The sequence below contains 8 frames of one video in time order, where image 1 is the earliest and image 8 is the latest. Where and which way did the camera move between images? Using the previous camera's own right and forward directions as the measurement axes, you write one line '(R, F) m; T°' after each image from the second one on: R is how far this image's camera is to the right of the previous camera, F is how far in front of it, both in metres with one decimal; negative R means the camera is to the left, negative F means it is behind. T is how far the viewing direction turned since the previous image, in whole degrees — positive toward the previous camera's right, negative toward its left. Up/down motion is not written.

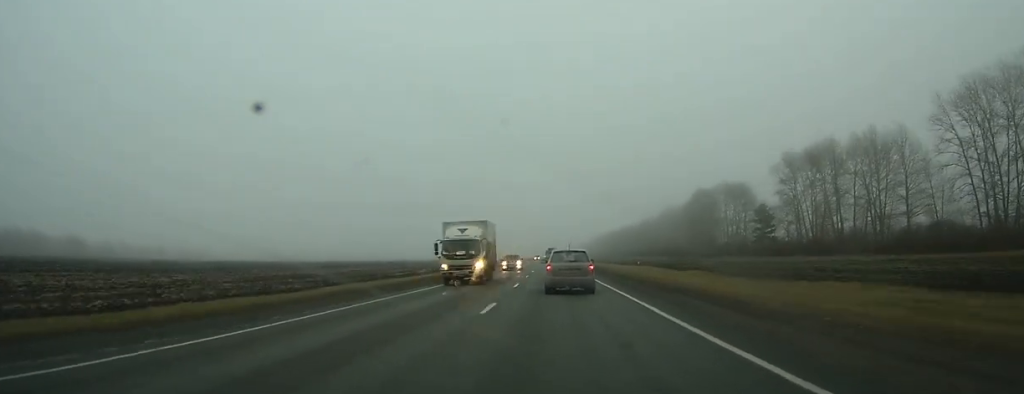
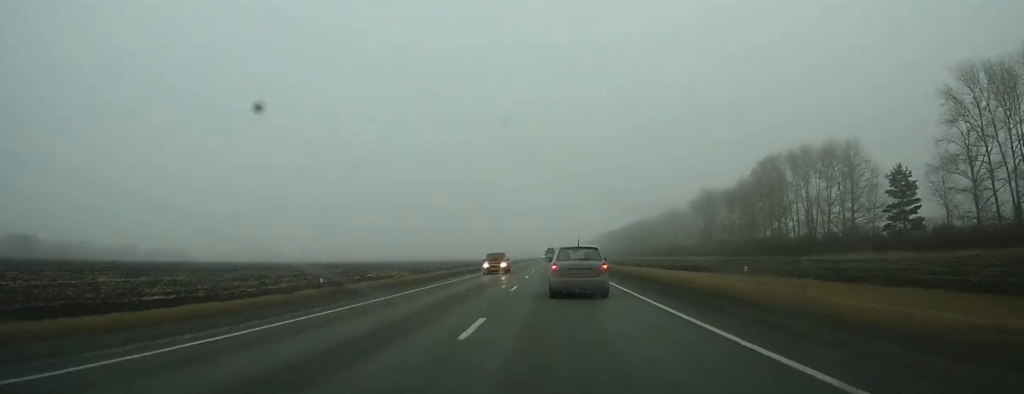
(-0.4, +63.0) m; 0°
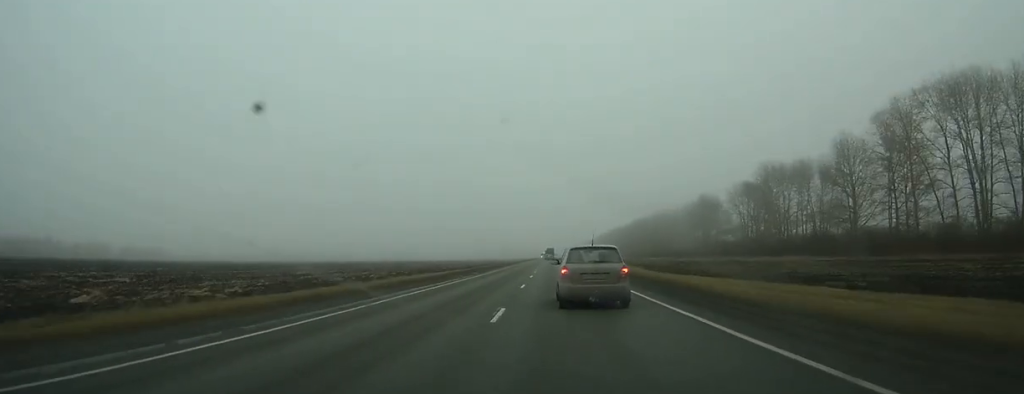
(-0.1, +56.4) m; 0°
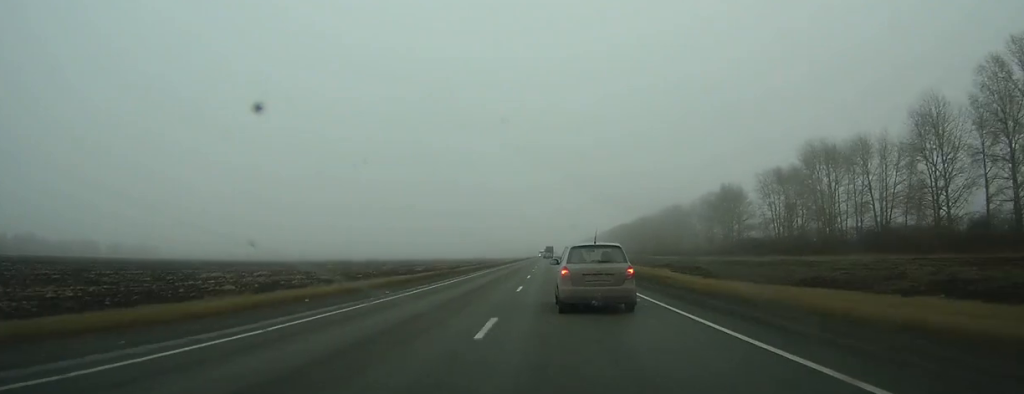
(0.0, +26.0) m; 0°
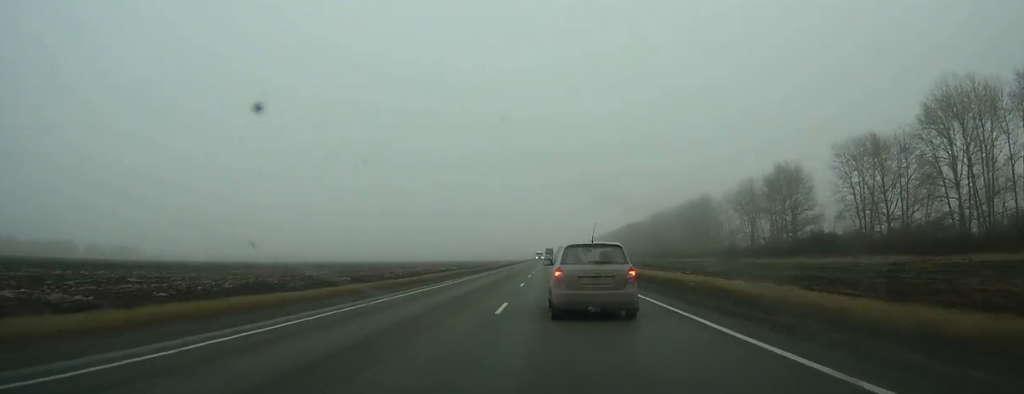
(+0.2, +44.0) m; 0°
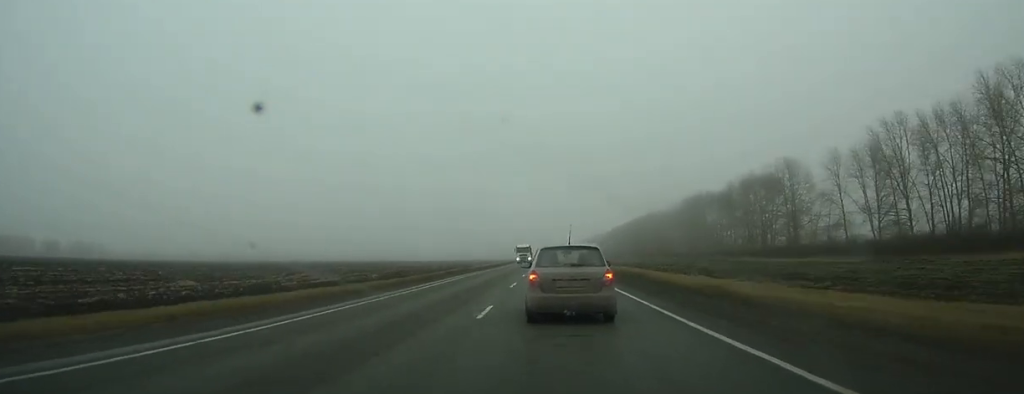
(+0.1, +73.3) m; 0°
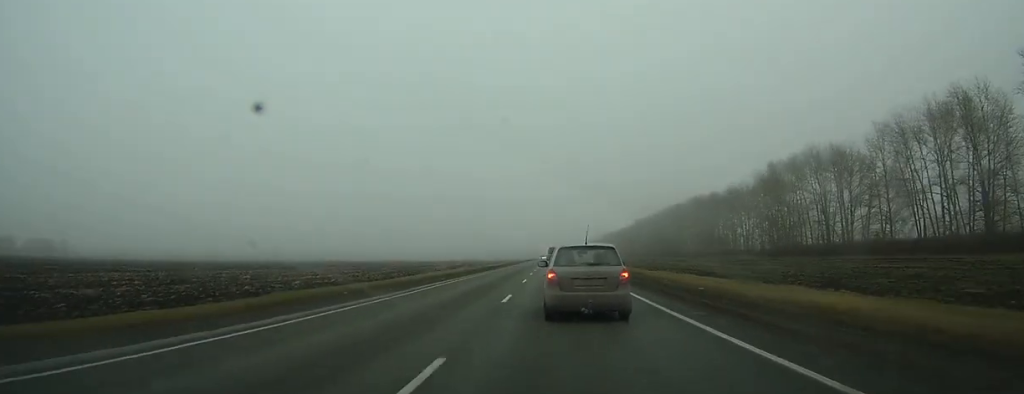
(+0.2, +79.8) m; 0°
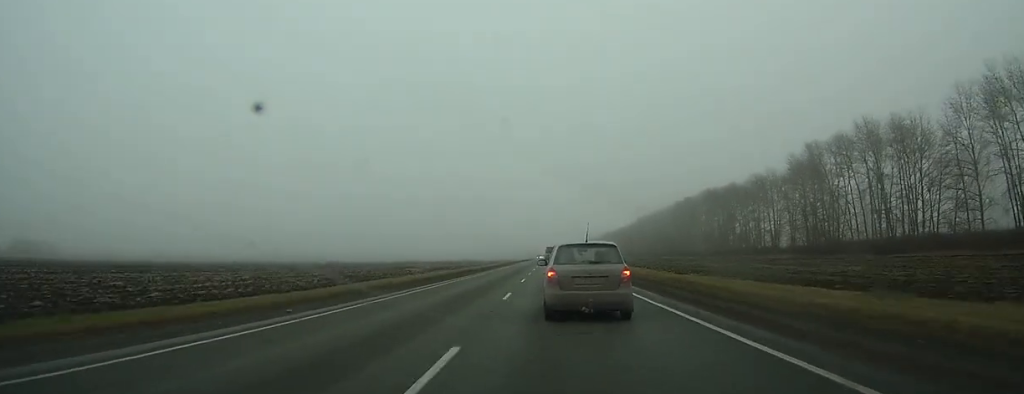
(0.0, +22.9) m; 0°
